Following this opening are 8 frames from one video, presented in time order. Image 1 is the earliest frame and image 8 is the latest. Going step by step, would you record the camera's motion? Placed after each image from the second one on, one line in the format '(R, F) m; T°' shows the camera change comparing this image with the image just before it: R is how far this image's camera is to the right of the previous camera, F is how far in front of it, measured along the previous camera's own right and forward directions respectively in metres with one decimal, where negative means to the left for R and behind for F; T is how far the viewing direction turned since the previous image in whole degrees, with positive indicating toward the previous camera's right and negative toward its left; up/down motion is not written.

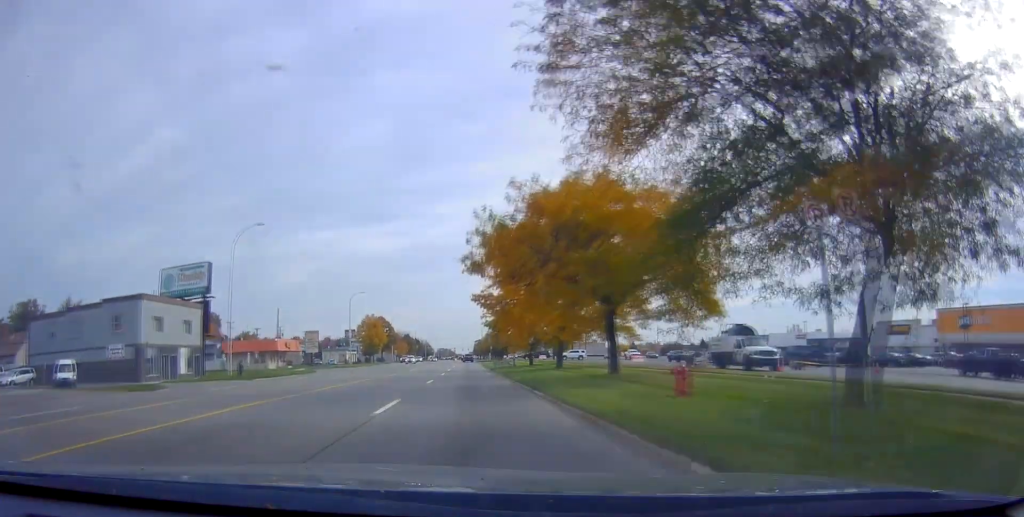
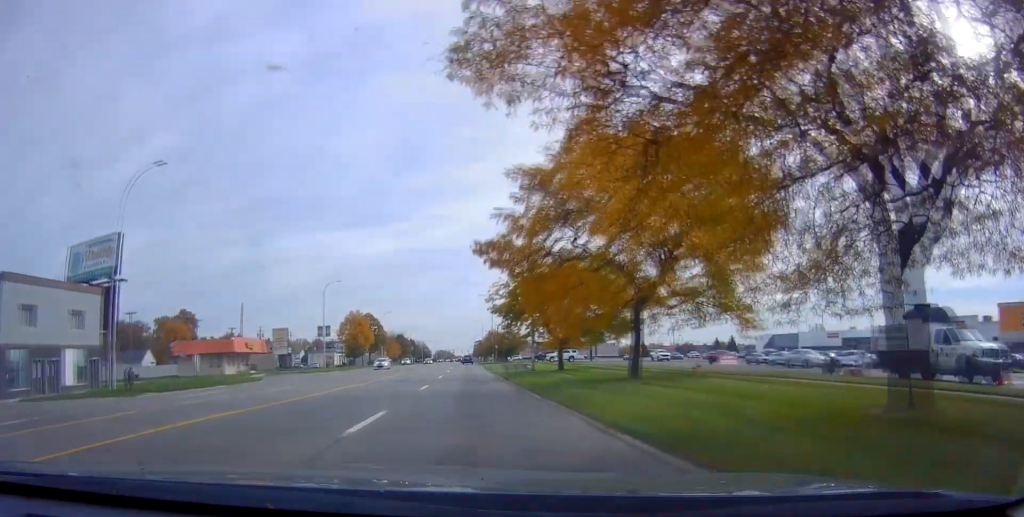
(-0.5, +17.8) m; -1°
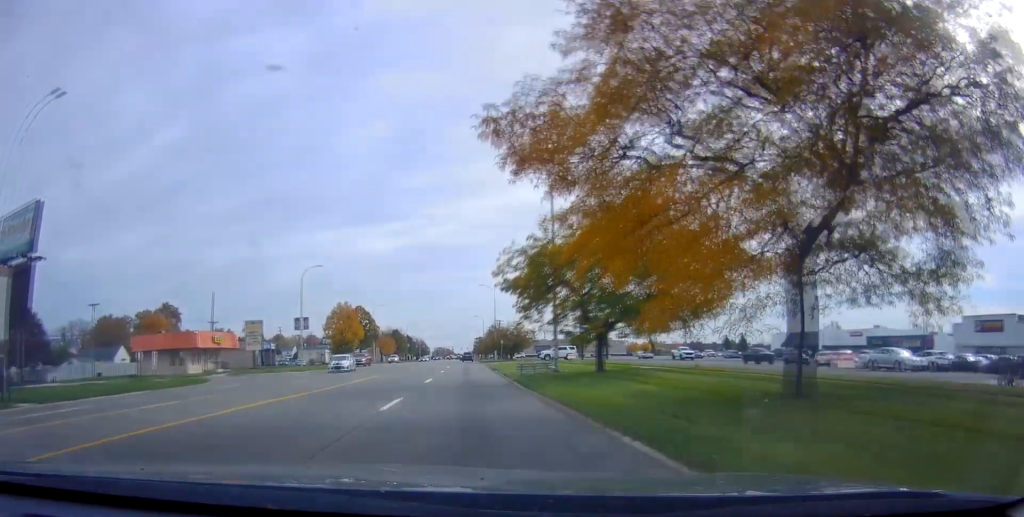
(+0.2, +11.2) m; 0°
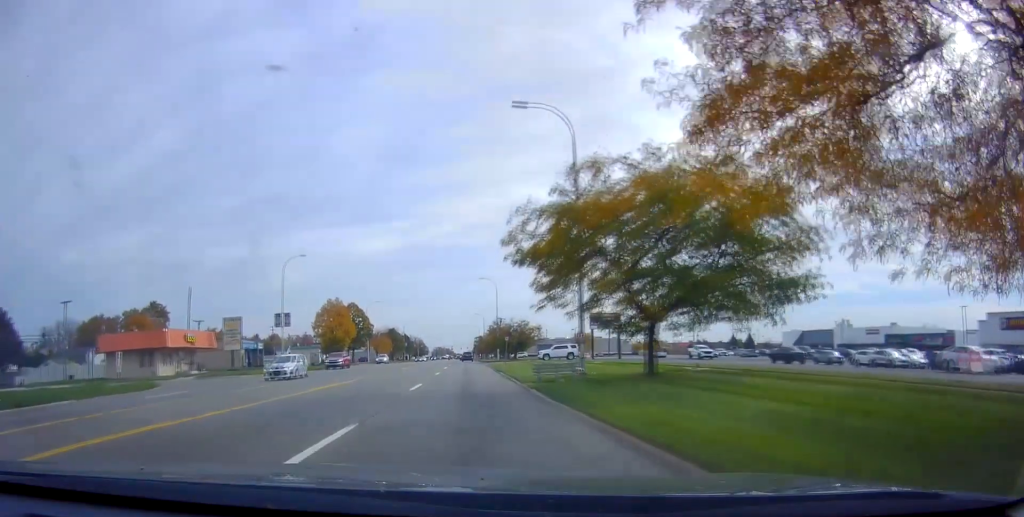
(+0.3, +7.5) m; 0°
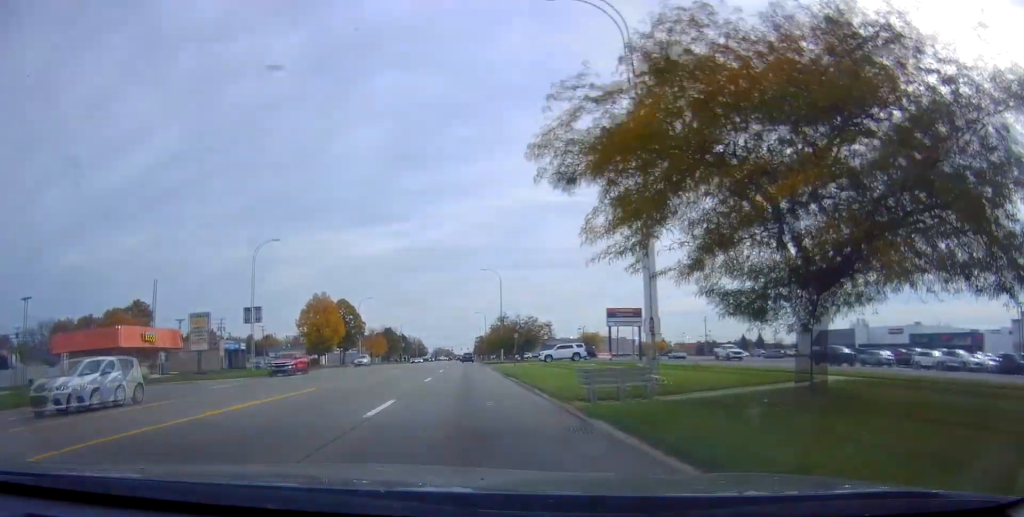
(-0.3, +9.3) m; 0°
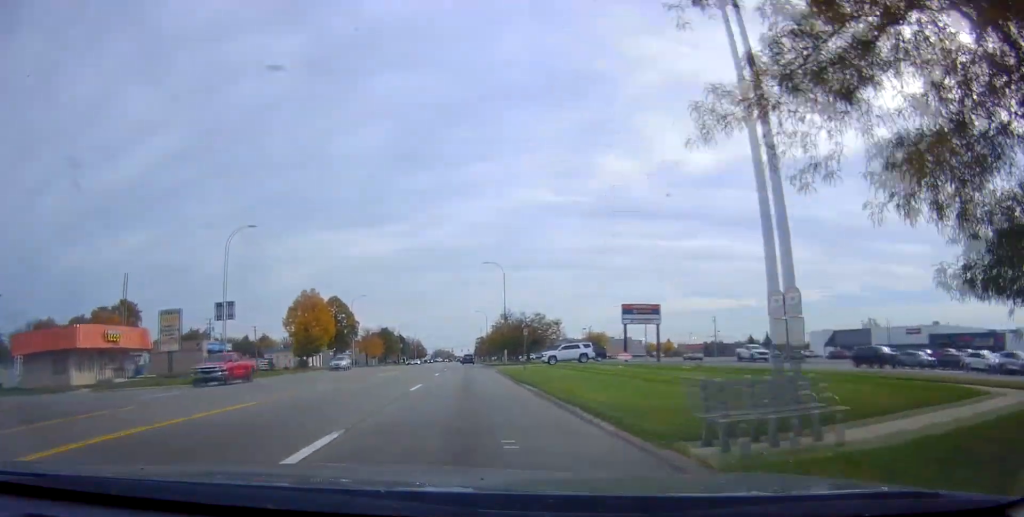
(-0.2, +6.7) m; 0°
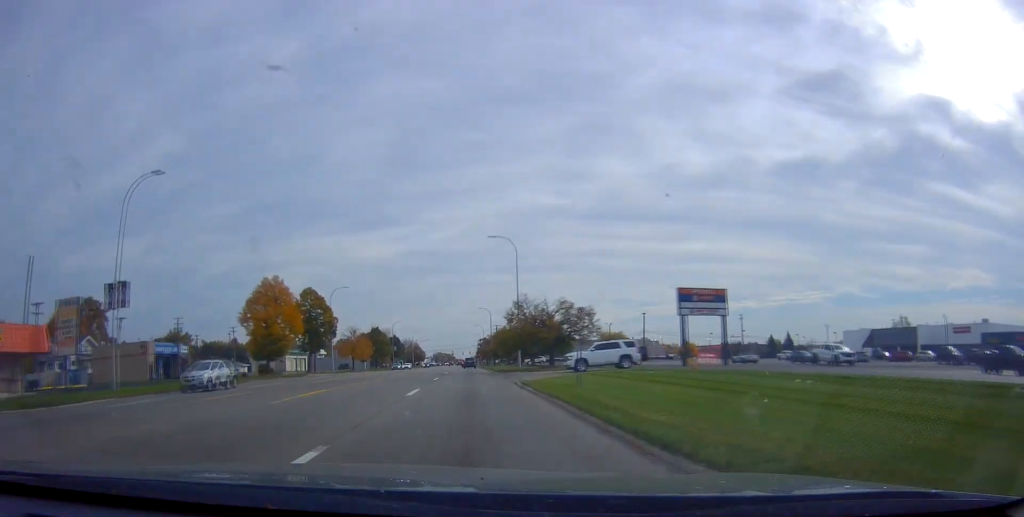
(+0.5, +16.6) m; 0°
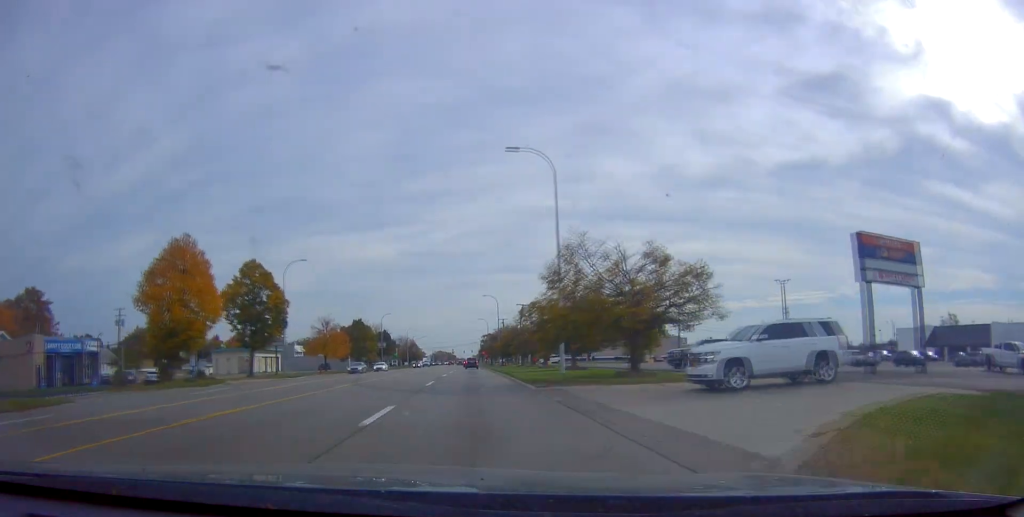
(-0.1, +23.2) m; +2°
